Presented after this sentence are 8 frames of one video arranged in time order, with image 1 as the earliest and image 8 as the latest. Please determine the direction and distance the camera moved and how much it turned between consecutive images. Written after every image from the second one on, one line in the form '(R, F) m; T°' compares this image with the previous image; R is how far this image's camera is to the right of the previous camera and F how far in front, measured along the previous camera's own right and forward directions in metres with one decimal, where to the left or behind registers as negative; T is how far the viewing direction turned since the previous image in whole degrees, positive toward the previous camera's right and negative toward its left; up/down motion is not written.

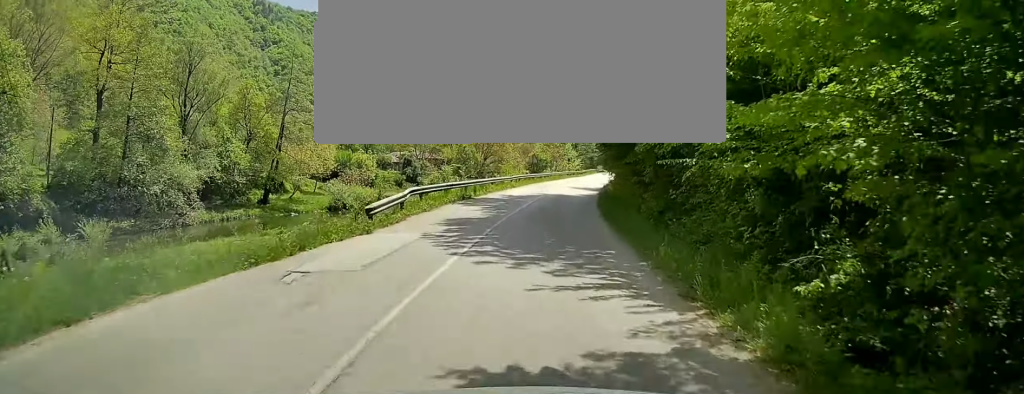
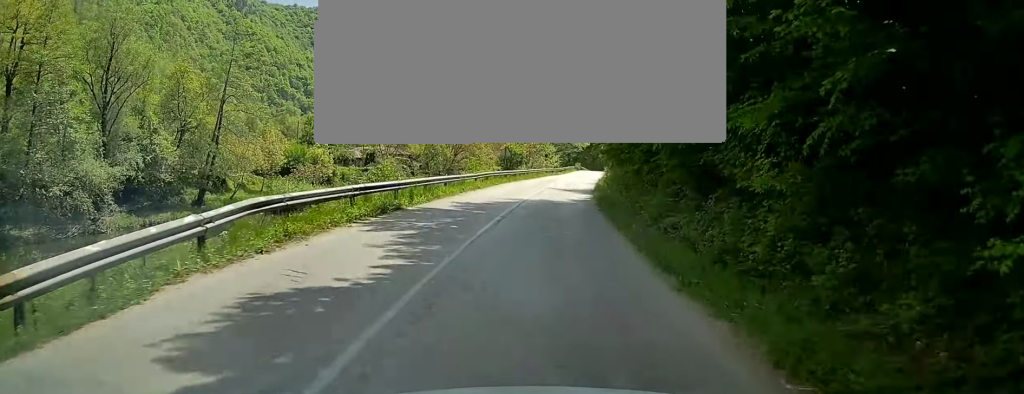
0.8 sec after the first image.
(+1.0, +12.2) m; +4°
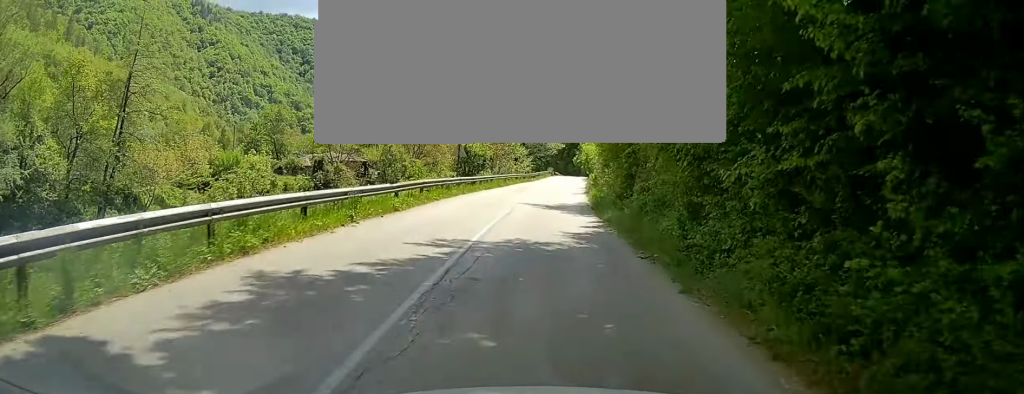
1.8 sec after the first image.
(+0.1, +15.1) m; +1°
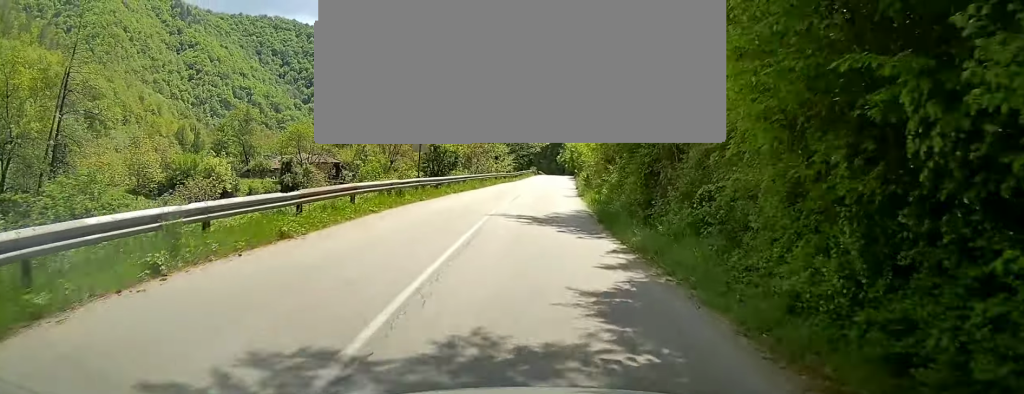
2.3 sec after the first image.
(0.0, +7.4) m; 0°
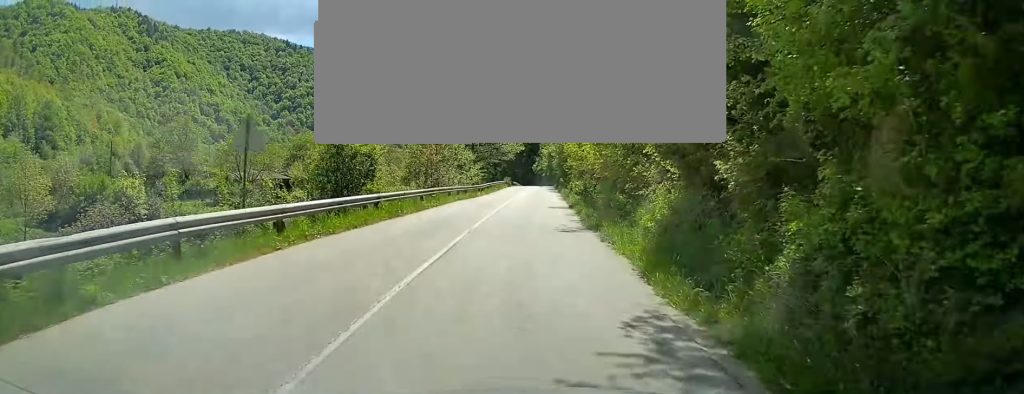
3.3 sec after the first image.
(0.0, +15.3) m; 0°
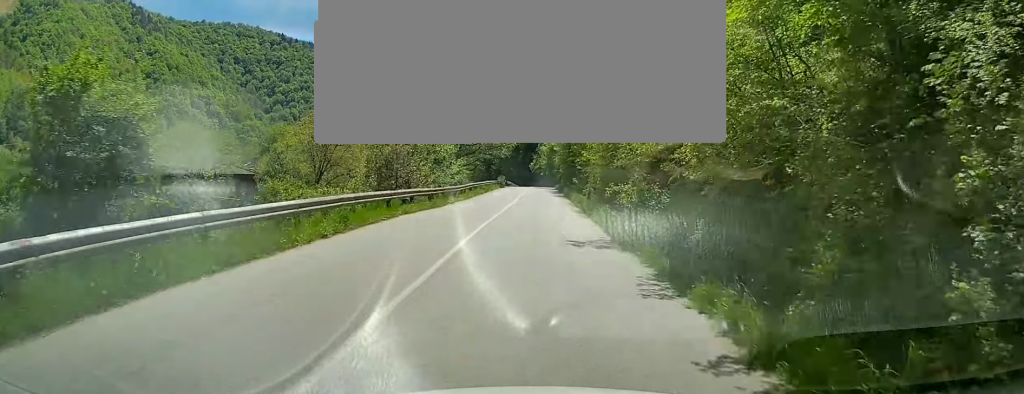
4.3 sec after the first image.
(0.0, +14.6) m; 0°
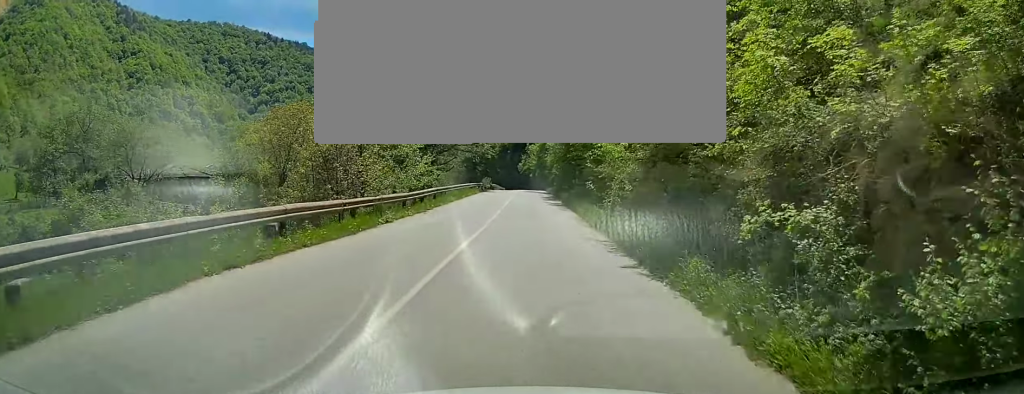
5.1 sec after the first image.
(0.0, +11.8) m; 0°
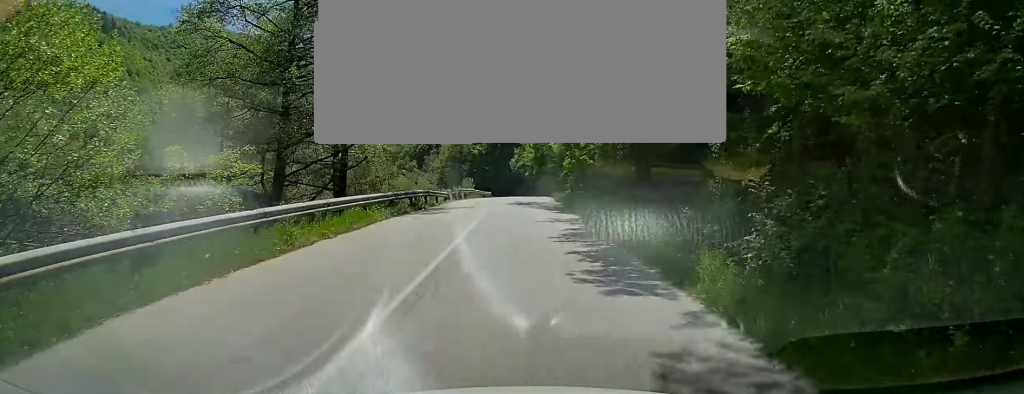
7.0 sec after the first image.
(0.0, +30.7) m; 0°
